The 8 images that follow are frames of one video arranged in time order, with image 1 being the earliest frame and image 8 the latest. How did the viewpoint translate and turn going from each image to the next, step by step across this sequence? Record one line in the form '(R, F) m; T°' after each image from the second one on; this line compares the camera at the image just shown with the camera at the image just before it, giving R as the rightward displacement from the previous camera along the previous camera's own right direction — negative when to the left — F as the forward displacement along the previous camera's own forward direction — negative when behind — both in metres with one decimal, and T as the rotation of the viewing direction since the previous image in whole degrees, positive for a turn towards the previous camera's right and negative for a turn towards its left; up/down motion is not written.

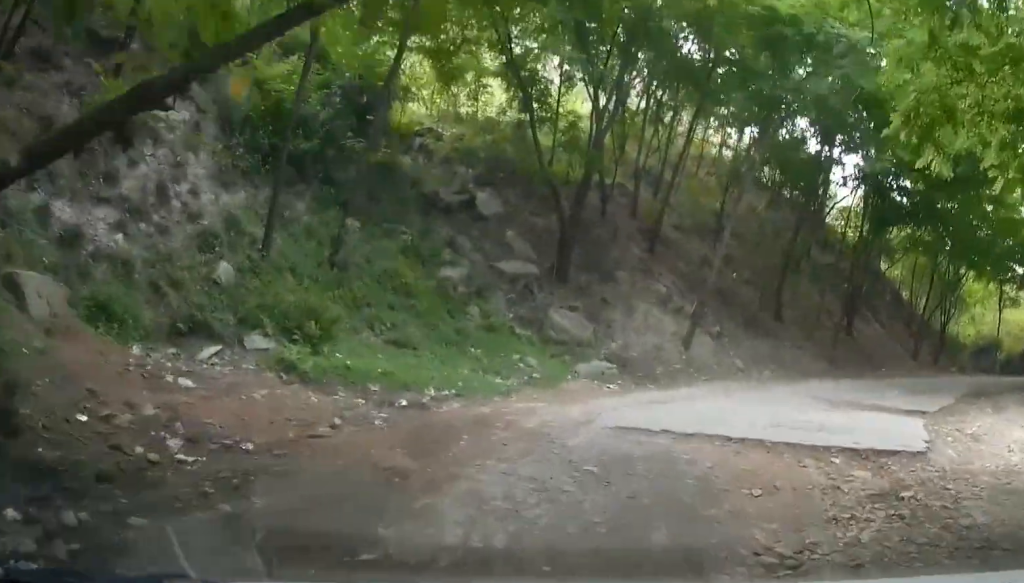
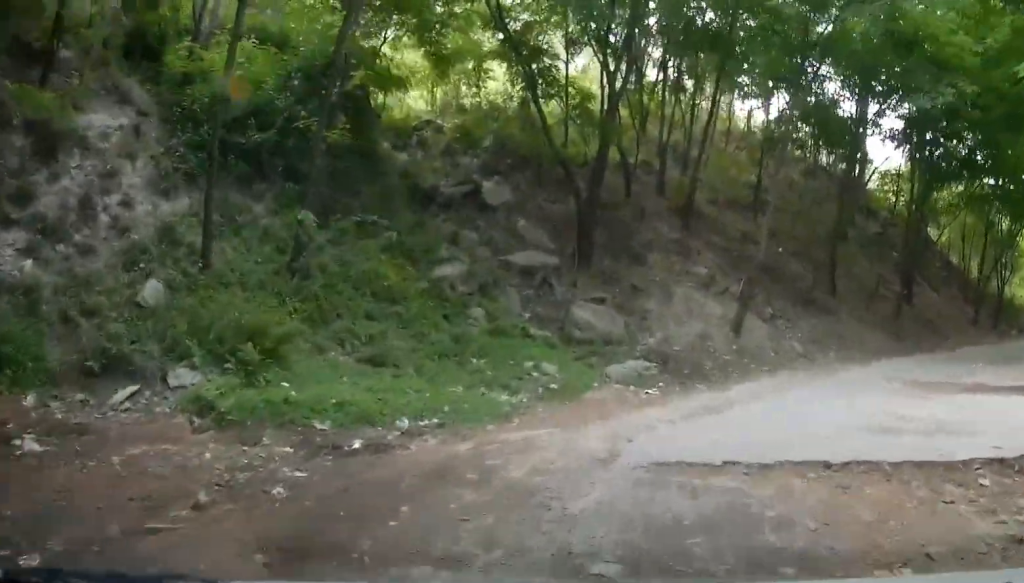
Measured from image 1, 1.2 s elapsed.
(+0.1, +3.7) m; +5°
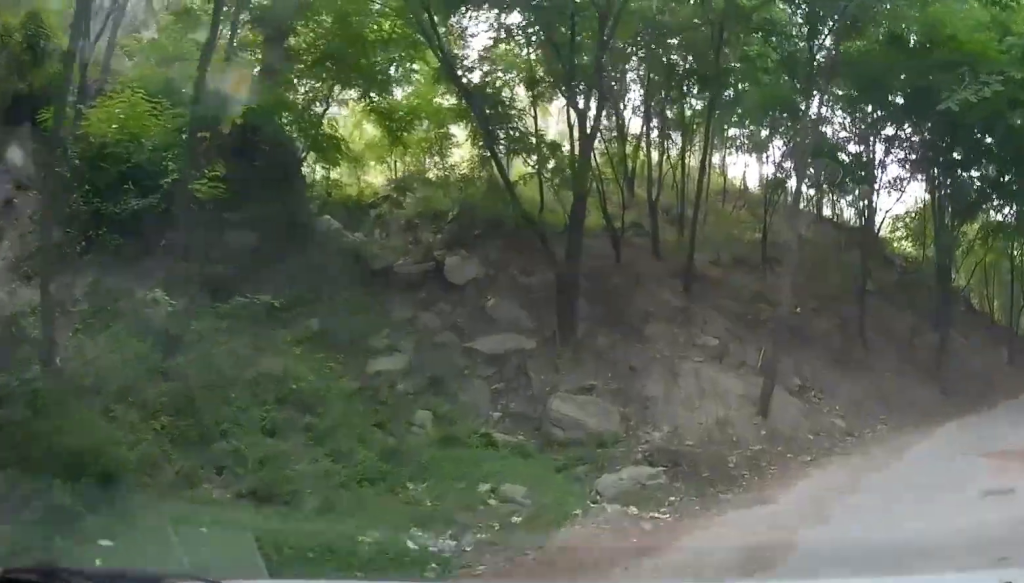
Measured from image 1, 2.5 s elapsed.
(+0.1, +4.0) m; +8°
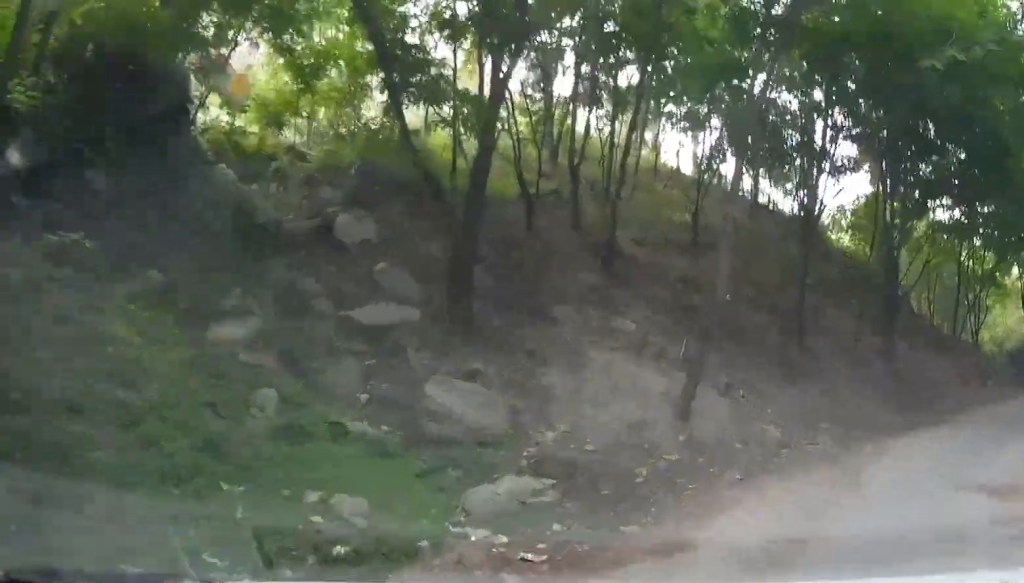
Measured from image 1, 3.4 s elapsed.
(+0.3, +2.6) m; +4°
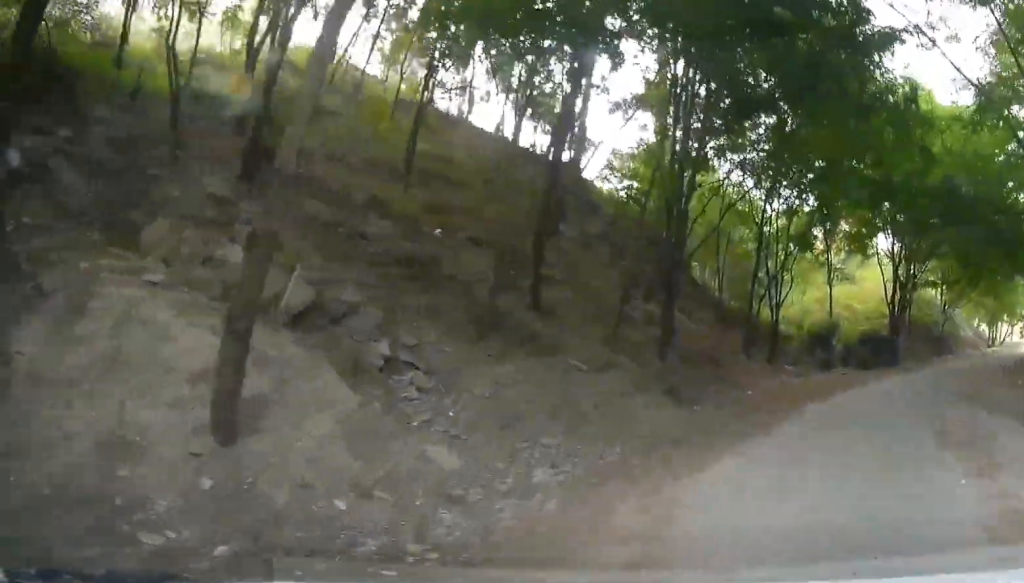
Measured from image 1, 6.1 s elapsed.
(+0.6, +8.1) m; +8°
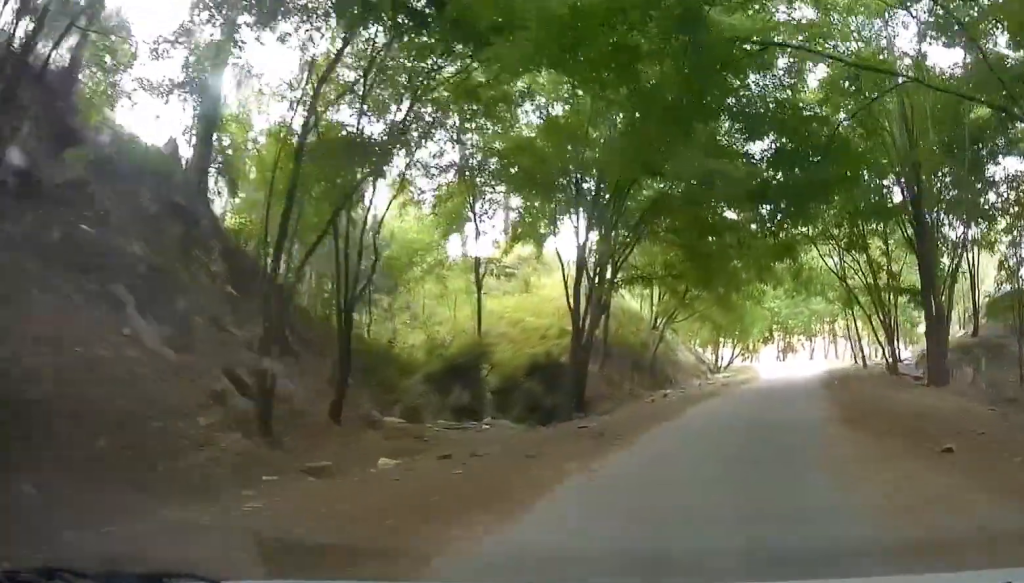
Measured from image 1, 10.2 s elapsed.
(+1.6, +14.1) m; +12°
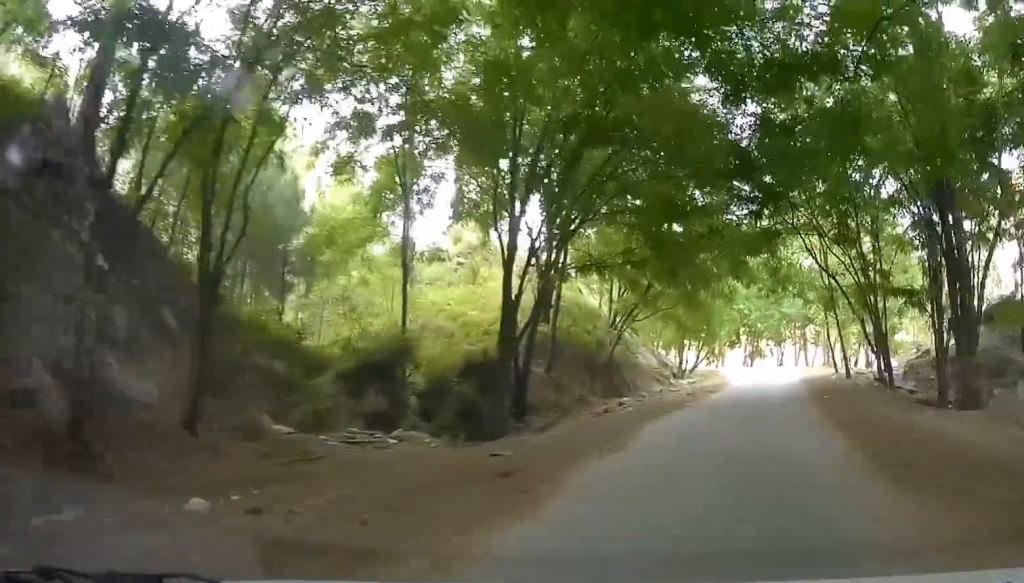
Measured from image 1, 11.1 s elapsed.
(+0.1, +3.5) m; +3°
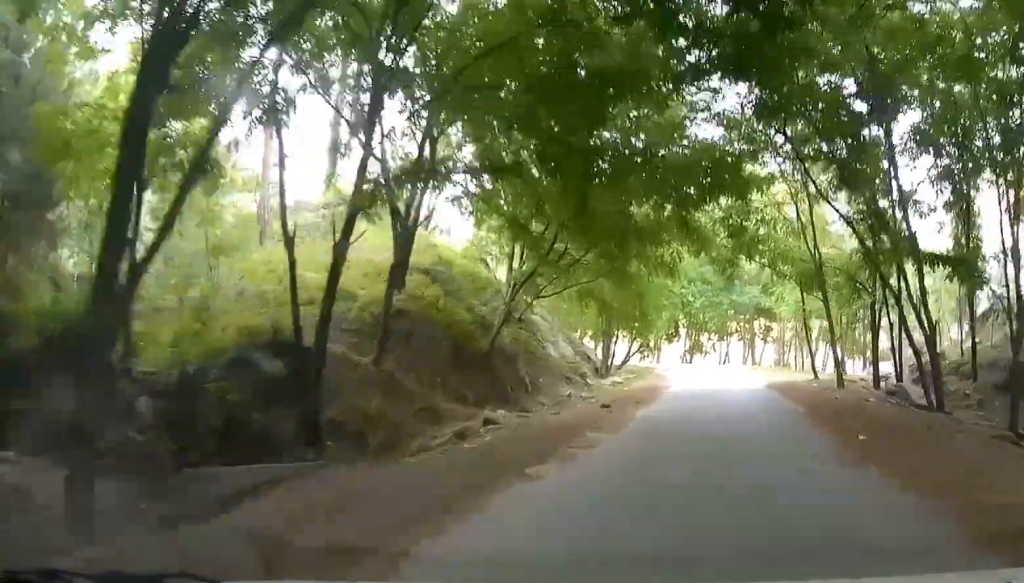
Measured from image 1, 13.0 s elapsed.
(+0.5, +9.2) m; +7°
